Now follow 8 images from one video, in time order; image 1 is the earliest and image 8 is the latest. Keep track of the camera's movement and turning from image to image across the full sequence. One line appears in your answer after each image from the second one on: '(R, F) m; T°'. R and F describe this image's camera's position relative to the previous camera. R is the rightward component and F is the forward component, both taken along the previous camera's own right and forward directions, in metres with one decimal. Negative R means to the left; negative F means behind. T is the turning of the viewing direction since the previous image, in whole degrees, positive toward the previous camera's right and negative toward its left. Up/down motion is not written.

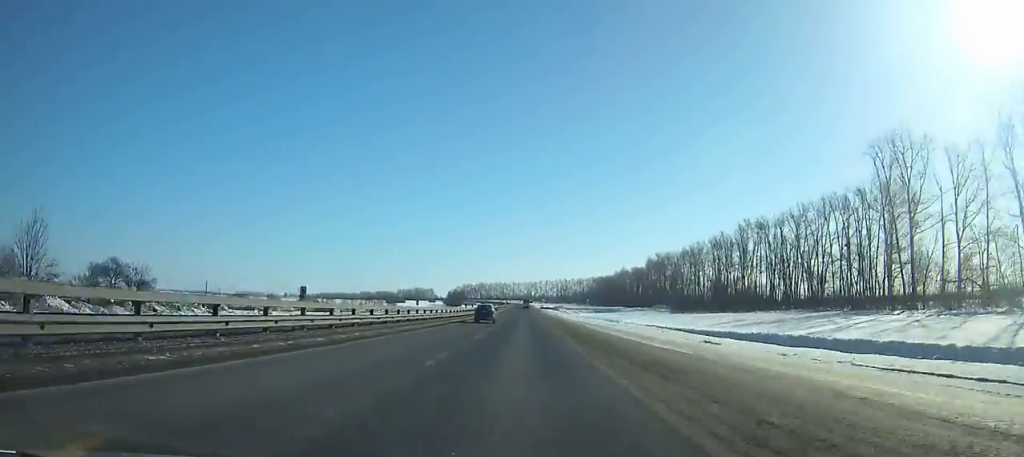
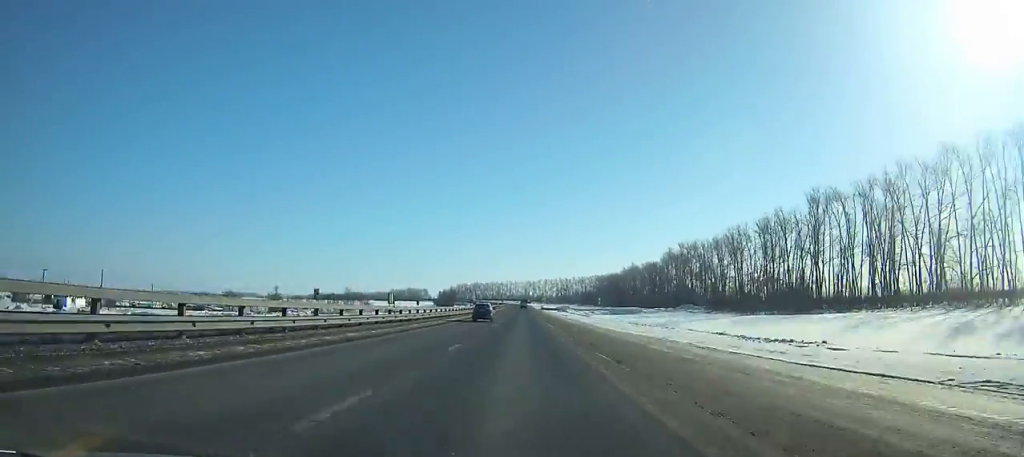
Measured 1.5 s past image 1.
(+0.1, +40.4) m; 0°
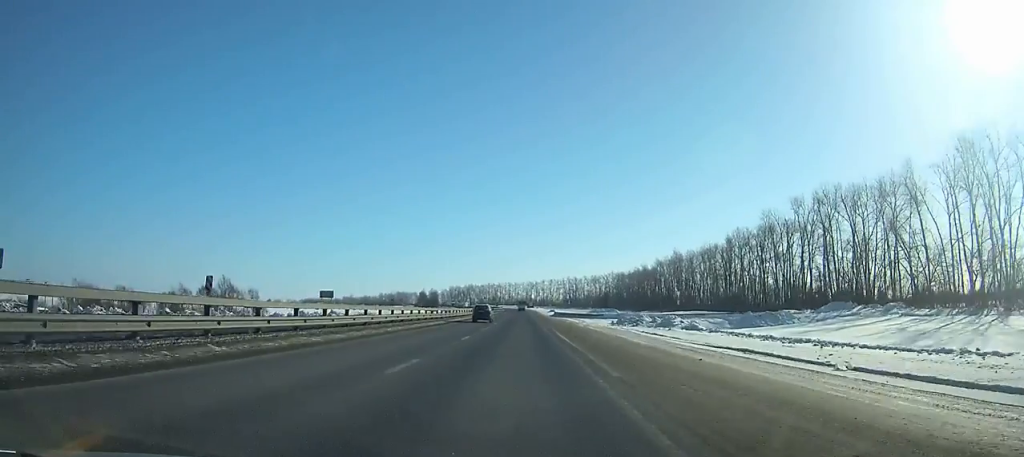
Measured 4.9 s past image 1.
(-0.2, +91.4) m; 0°
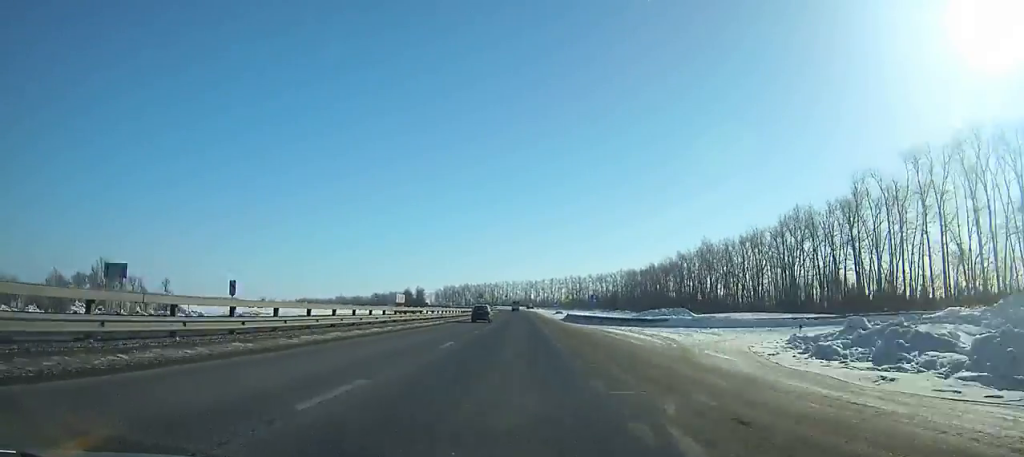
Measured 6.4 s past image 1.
(-0.1, +40.4) m; 0°
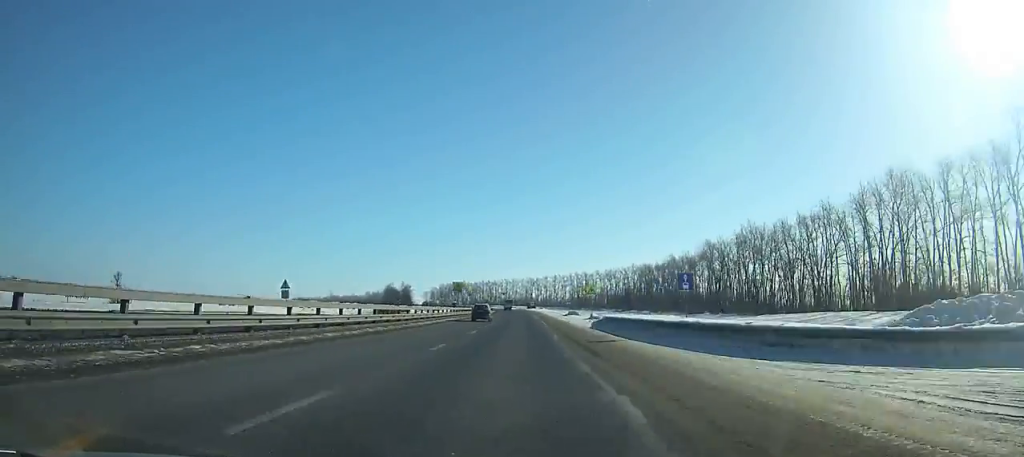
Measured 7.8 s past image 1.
(+0.1, +37.7) m; 0°
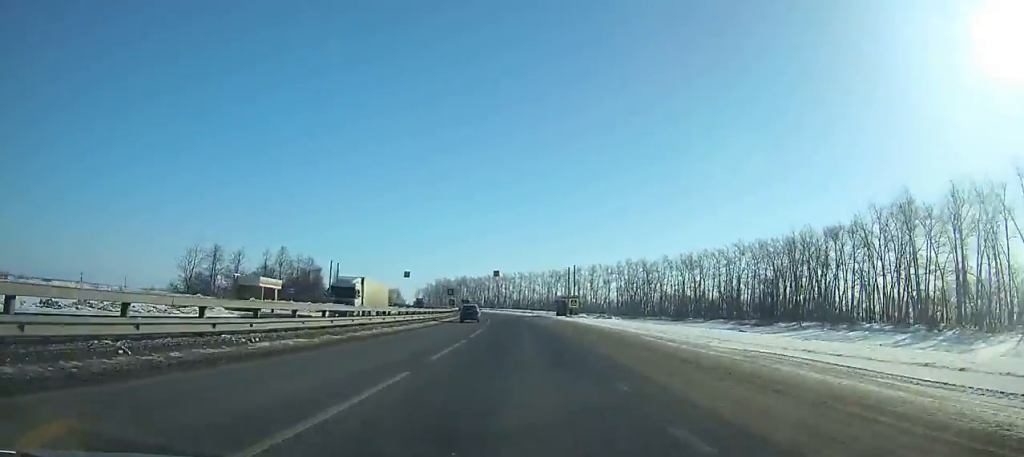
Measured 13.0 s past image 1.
(-1.1, +140.2) m; -2°
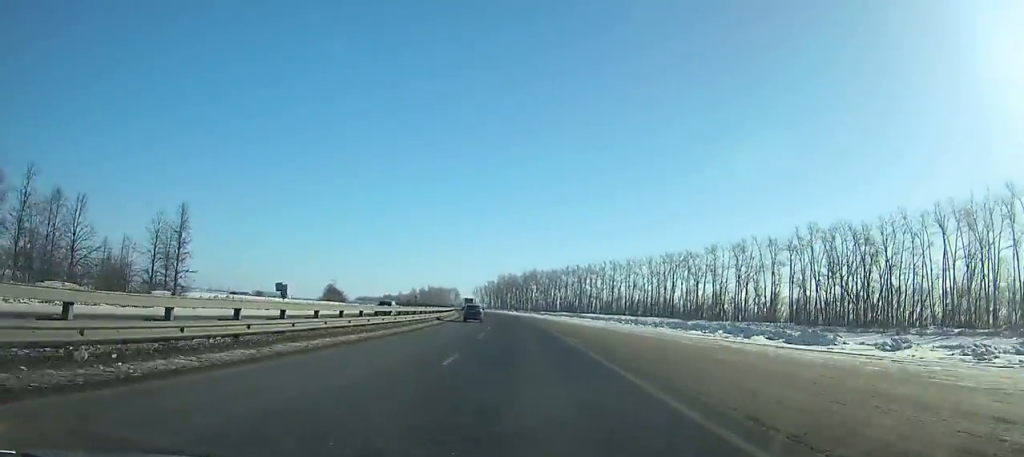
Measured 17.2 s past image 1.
(-4.3, +112.7) m; -6°
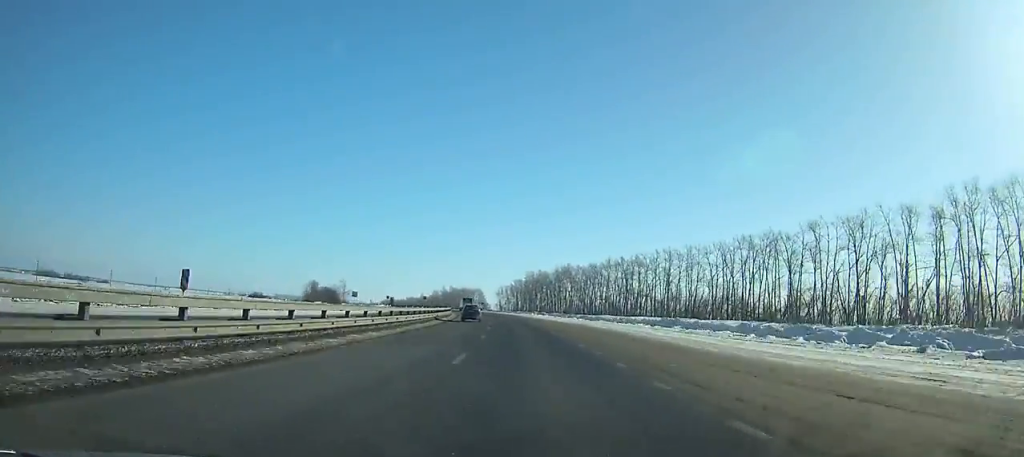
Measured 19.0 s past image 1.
(-1.5, +48.2) m; -3°
